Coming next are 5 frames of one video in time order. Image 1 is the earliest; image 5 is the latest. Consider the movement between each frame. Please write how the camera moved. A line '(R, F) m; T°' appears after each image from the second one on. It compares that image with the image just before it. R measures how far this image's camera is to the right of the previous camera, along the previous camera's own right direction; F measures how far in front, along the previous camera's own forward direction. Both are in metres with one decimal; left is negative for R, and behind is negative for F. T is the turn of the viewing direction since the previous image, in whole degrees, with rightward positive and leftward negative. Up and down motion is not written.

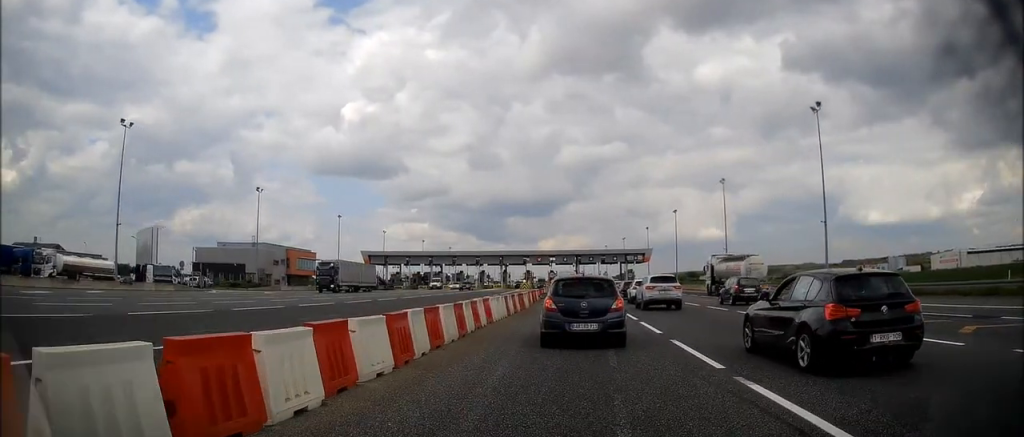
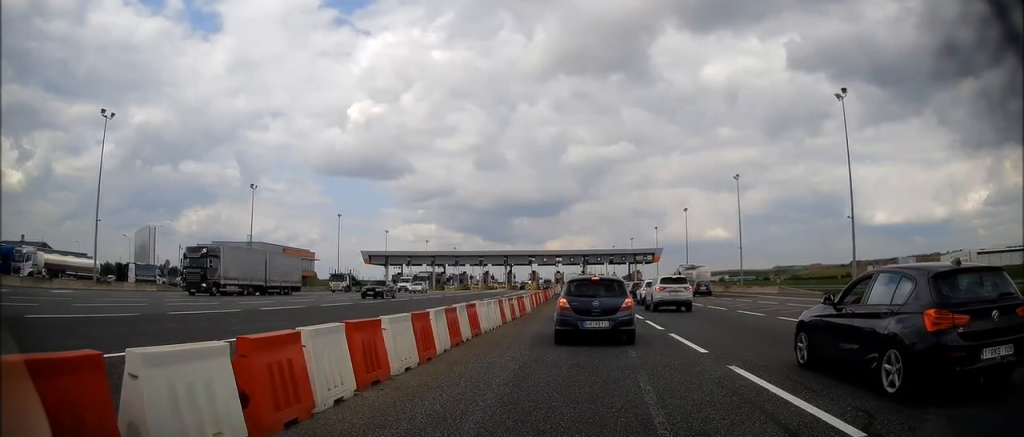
(0.0, +4.5) m; 0°
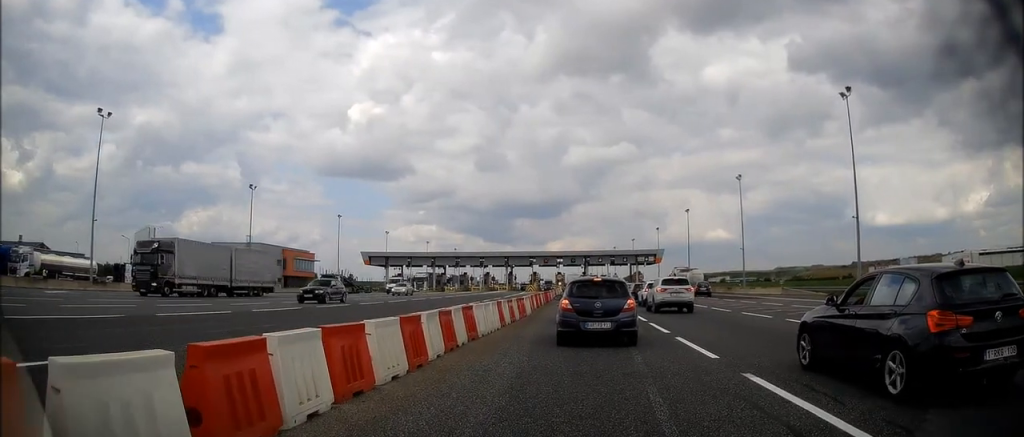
(0.0, +0.7) m; 0°
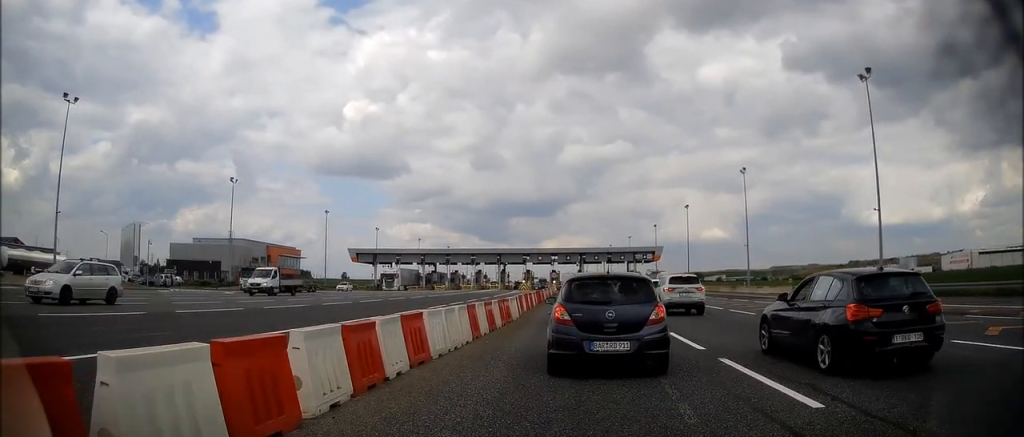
(0.0, +3.1) m; 0°
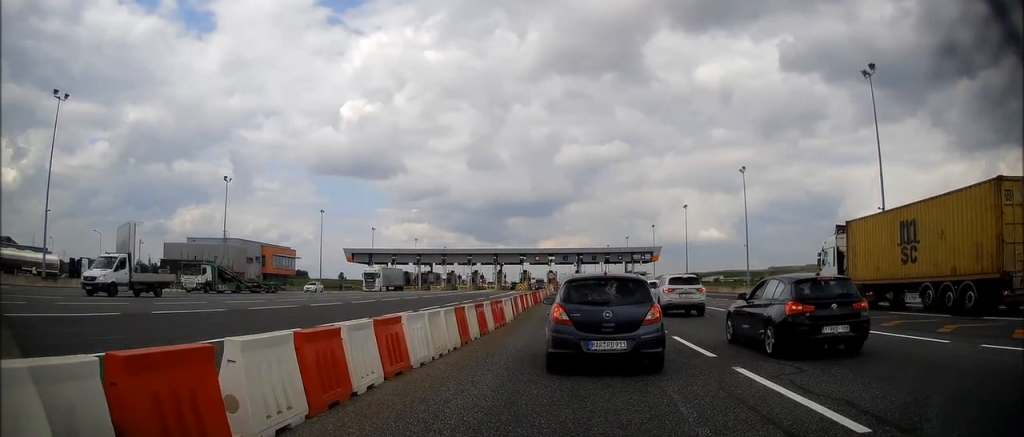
(0.0, +1.2) m; 0°
